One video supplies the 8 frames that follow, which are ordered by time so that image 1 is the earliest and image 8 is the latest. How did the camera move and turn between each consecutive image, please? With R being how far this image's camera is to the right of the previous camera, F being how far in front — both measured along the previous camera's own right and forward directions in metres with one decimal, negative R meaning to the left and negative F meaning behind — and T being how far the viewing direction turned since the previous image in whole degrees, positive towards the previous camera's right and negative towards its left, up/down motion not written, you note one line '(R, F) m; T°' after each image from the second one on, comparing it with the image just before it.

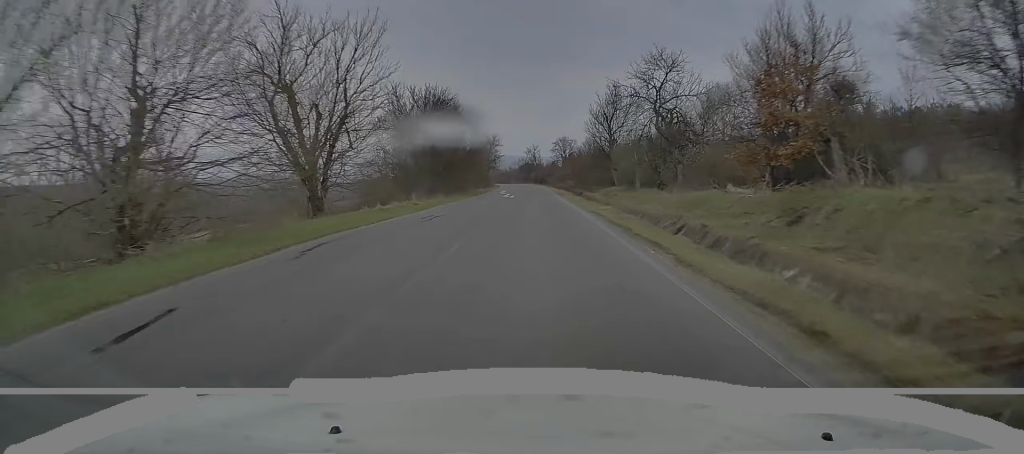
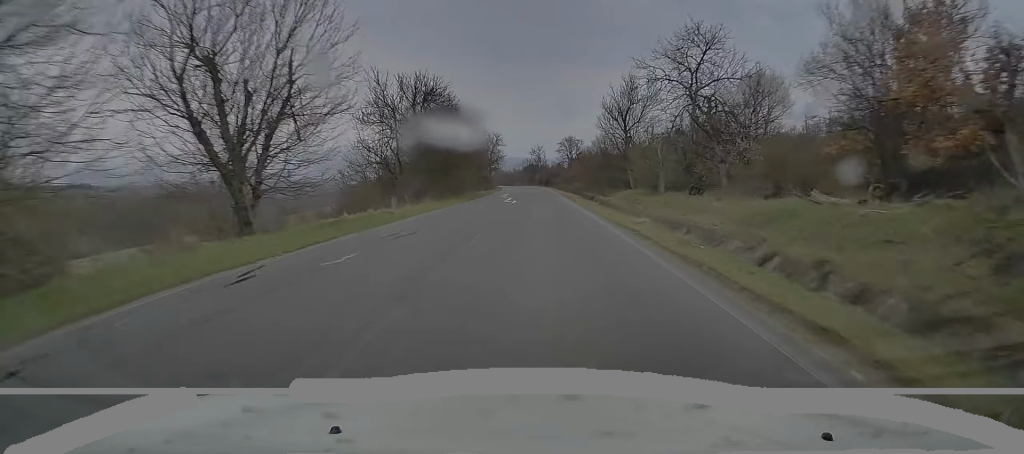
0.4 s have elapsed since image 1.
(0.0, +7.1) m; 0°
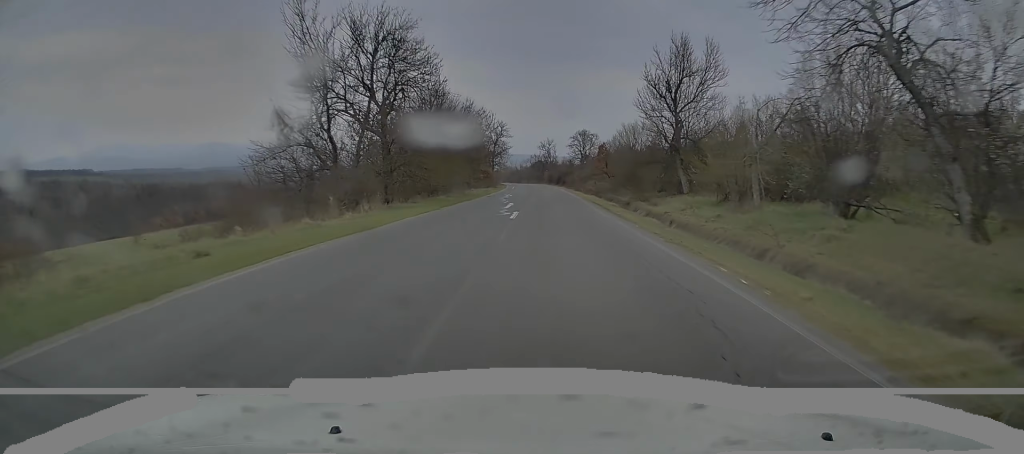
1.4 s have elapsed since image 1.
(0.0, +15.9) m; 0°
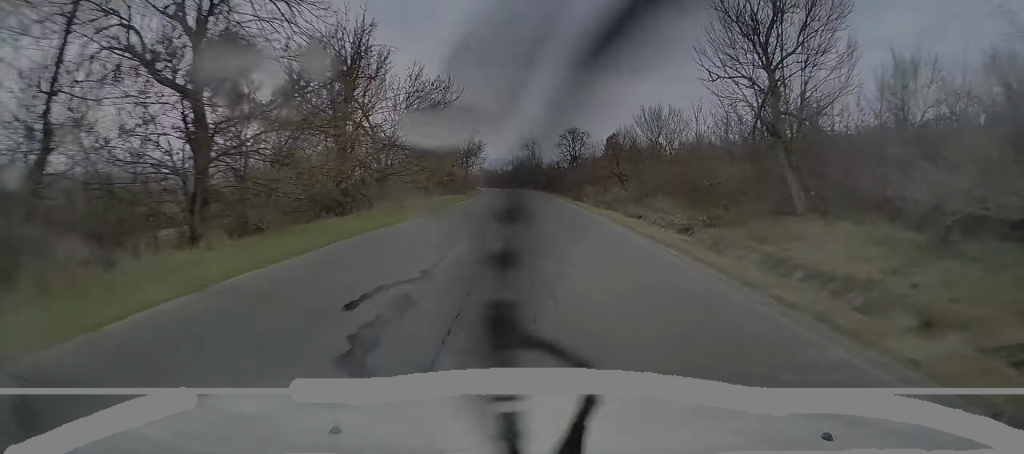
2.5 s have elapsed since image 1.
(-0.1, +18.1) m; +1°
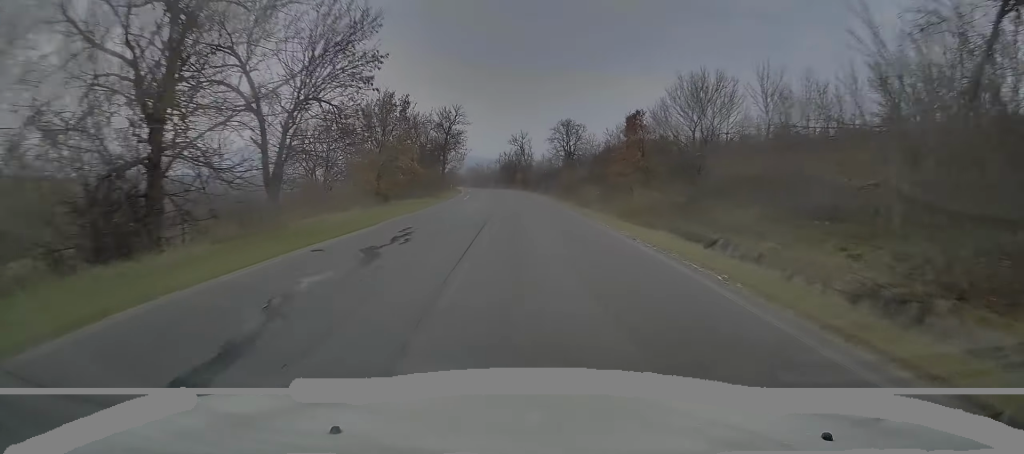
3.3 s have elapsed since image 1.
(+0.2, +13.3) m; 0°
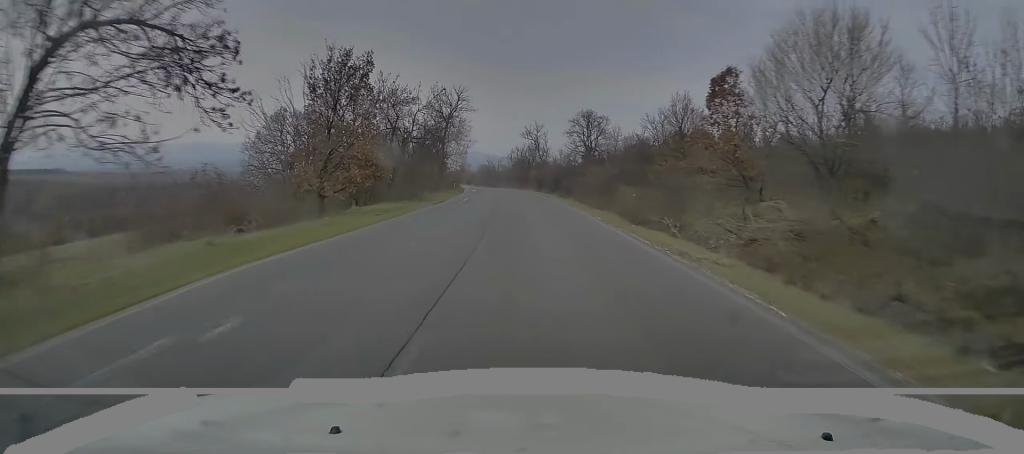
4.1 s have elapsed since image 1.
(-0.1, +12.9) m; 0°
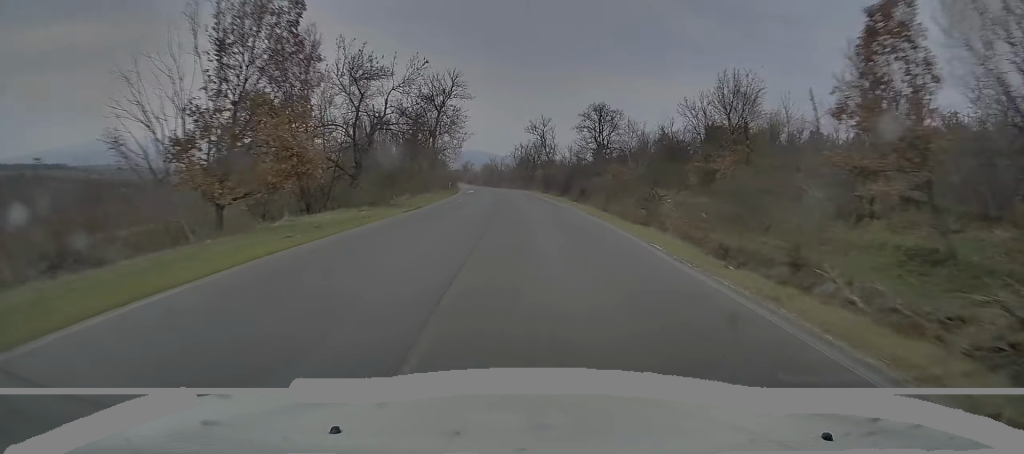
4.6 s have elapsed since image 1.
(0.0, +9.2) m; 0°
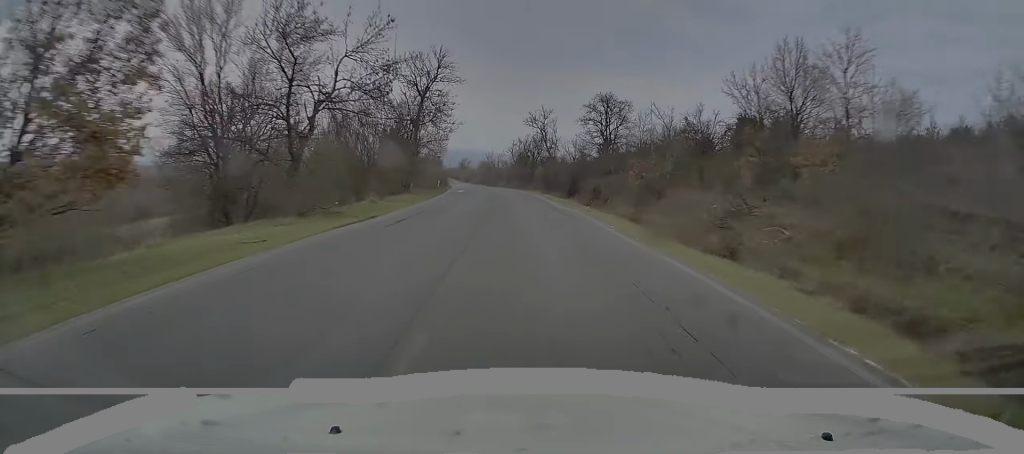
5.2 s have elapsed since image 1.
(0.0, +8.6) m; 0°
